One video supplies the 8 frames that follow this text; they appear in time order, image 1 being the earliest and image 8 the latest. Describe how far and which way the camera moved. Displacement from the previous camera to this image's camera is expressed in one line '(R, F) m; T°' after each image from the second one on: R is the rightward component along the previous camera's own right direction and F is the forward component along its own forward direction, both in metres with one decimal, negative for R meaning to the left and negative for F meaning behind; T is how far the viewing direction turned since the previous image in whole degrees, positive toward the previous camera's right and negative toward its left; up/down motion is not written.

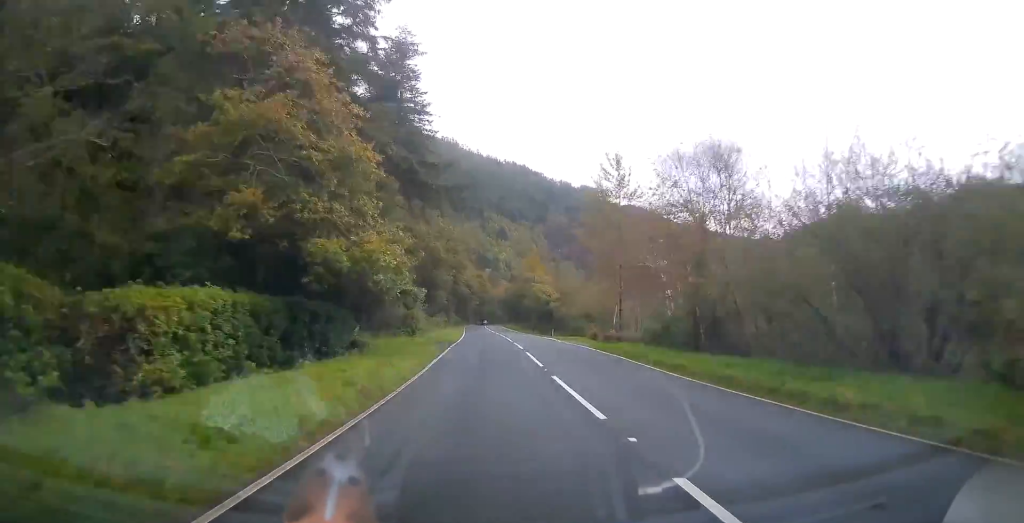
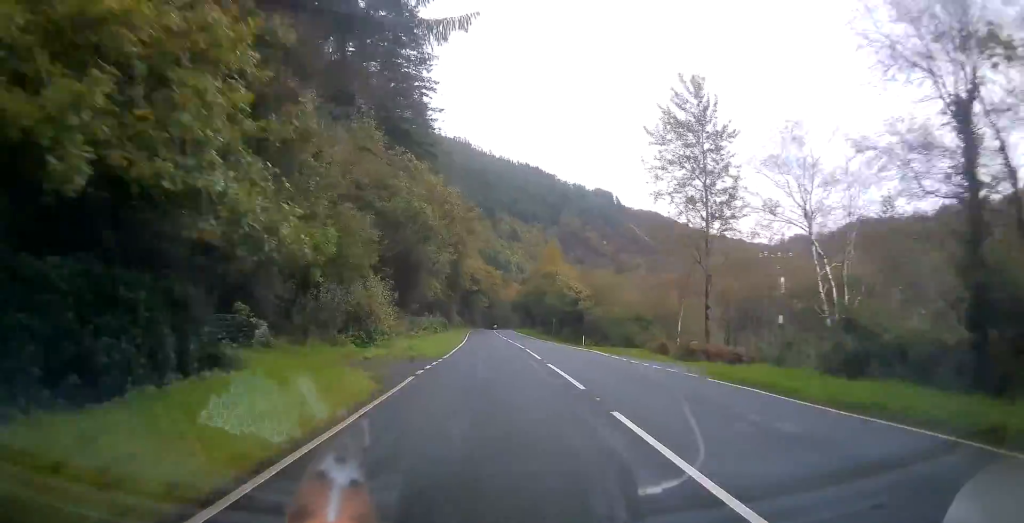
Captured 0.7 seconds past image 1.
(-0.1, +17.1) m; 0°
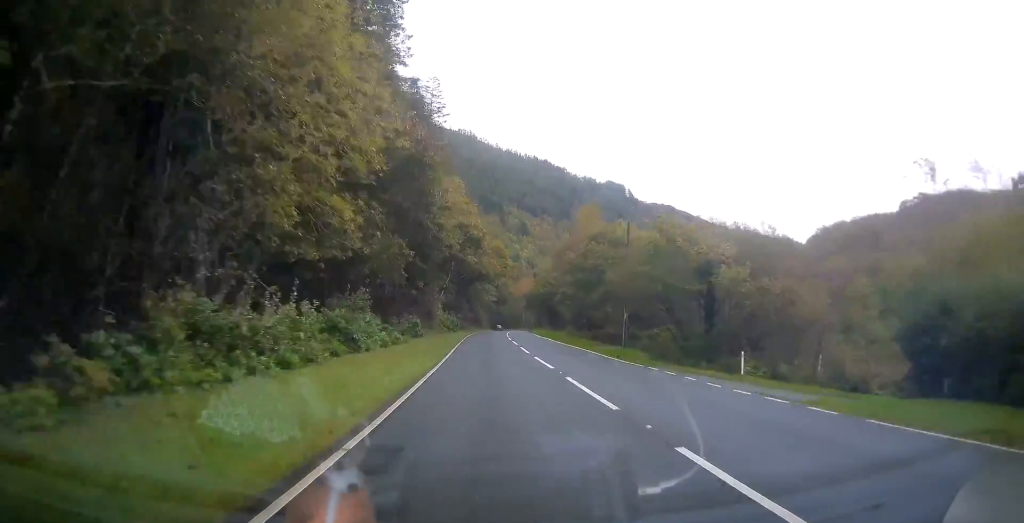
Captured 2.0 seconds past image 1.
(+0.1, +33.6) m; 0°
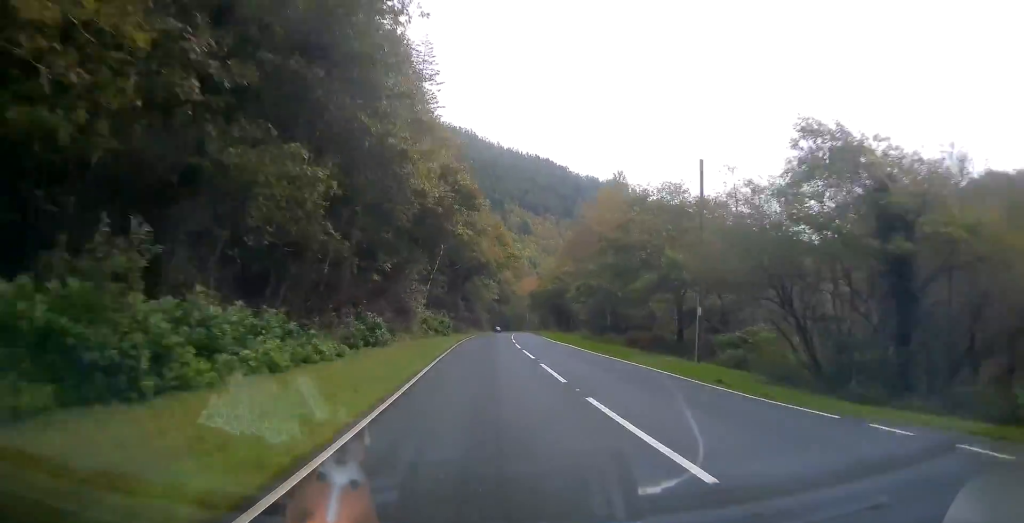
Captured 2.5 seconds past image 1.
(0.0, +13.1) m; 0°
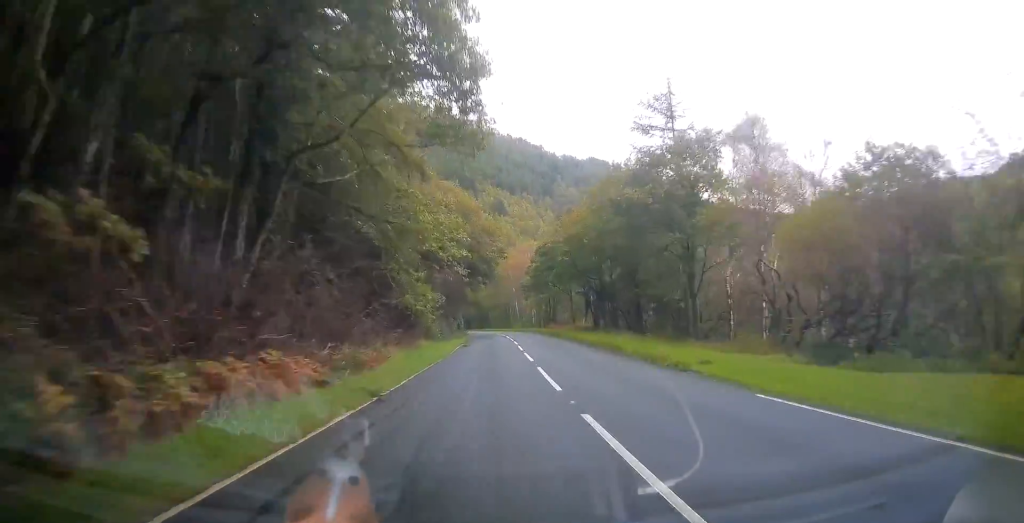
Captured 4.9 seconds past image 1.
(0.0, +64.6) m; +1°
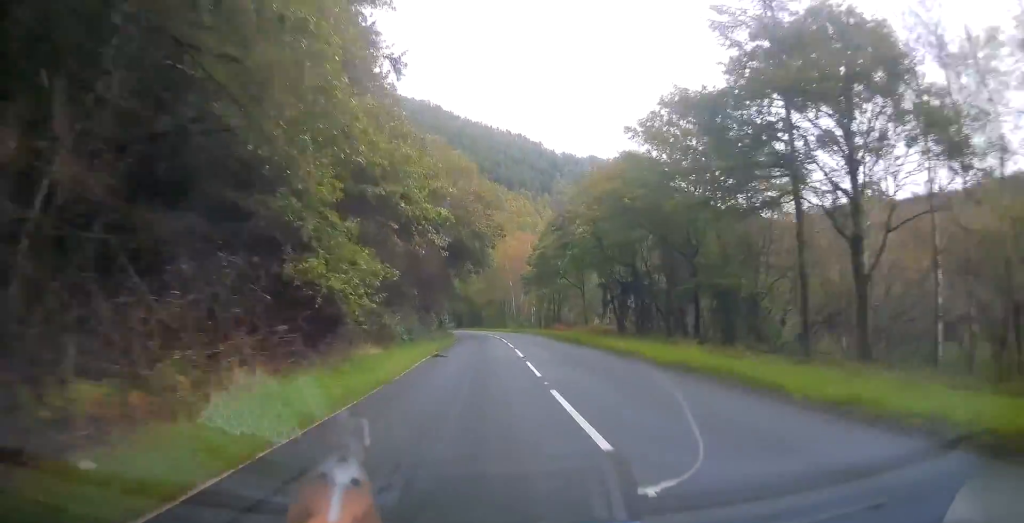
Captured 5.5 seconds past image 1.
(+0.1, +15.5) m; 0°
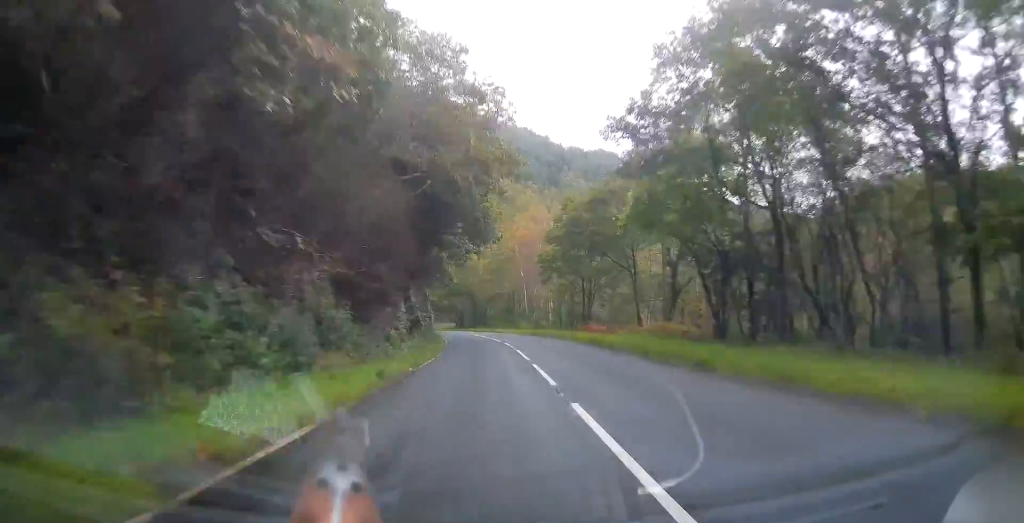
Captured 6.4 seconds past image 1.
(0.0, +20.3) m; -1°
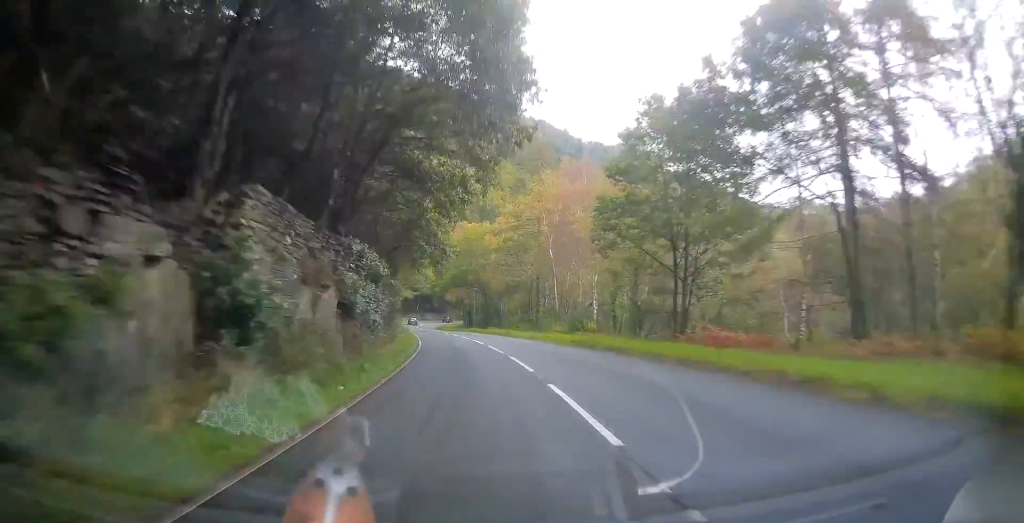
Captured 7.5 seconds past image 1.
(-0.3, +21.5) m; -3°
